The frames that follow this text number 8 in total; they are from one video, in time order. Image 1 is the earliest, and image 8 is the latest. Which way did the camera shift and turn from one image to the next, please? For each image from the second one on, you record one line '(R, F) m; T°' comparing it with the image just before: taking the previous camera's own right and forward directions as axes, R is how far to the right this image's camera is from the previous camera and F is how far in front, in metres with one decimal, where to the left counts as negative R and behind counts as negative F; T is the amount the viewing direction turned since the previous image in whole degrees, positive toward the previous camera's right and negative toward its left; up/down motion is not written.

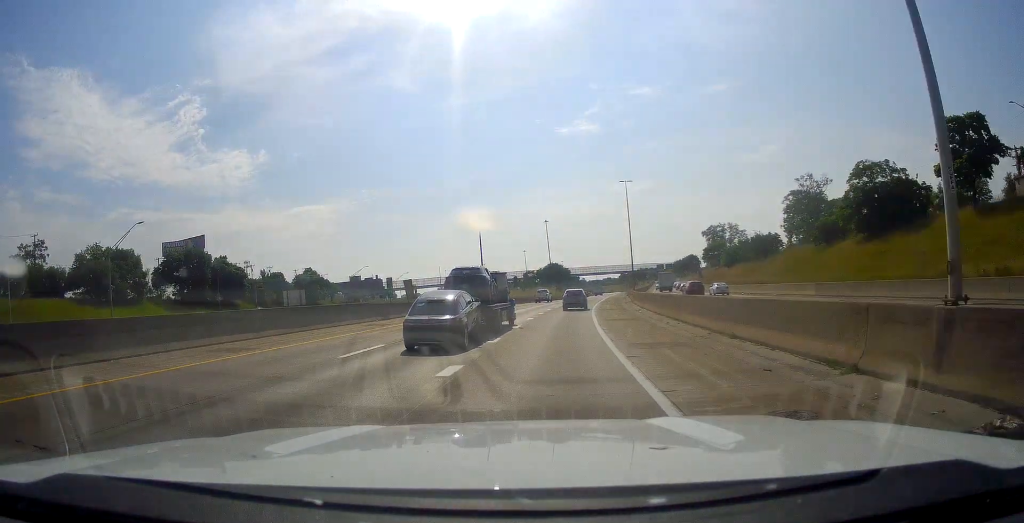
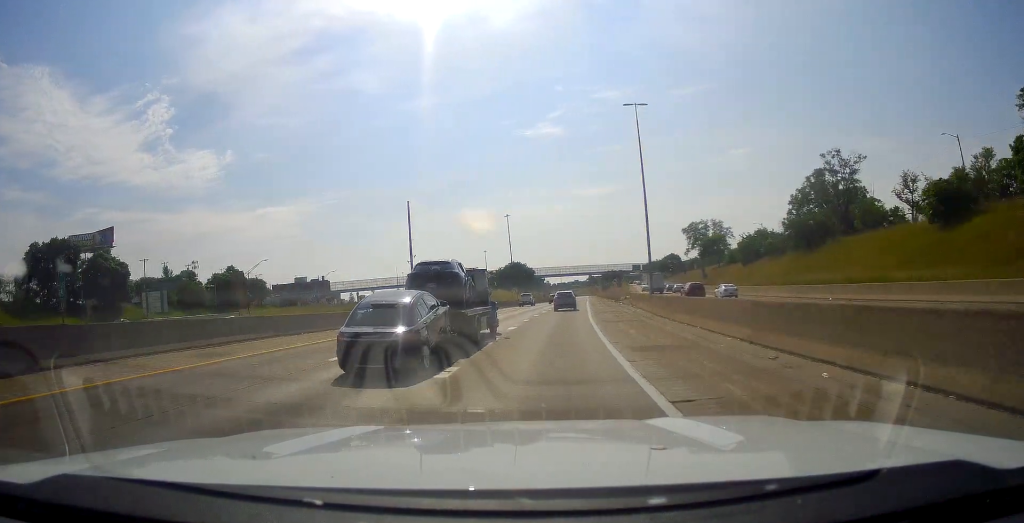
(+0.5, +30.1) m; +1°
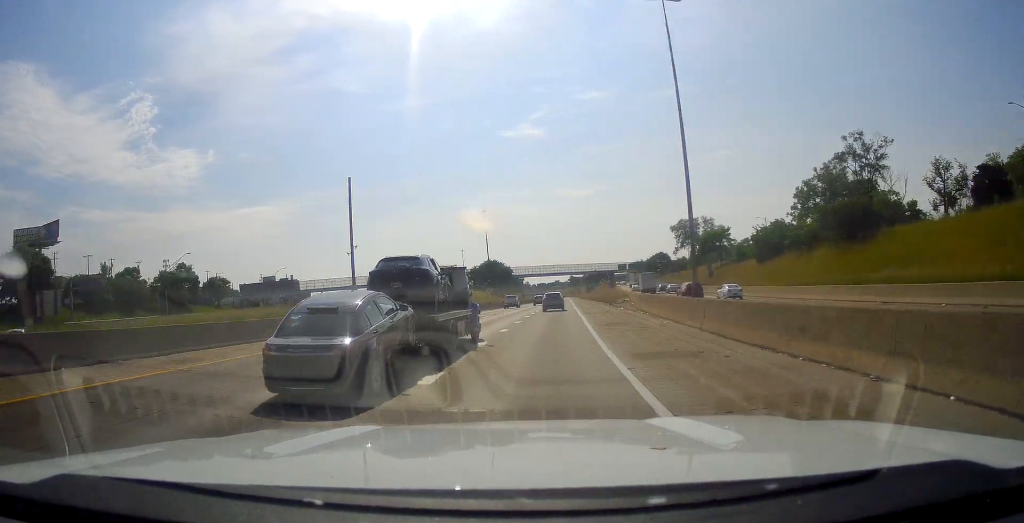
(-0.1, +15.8) m; +2°
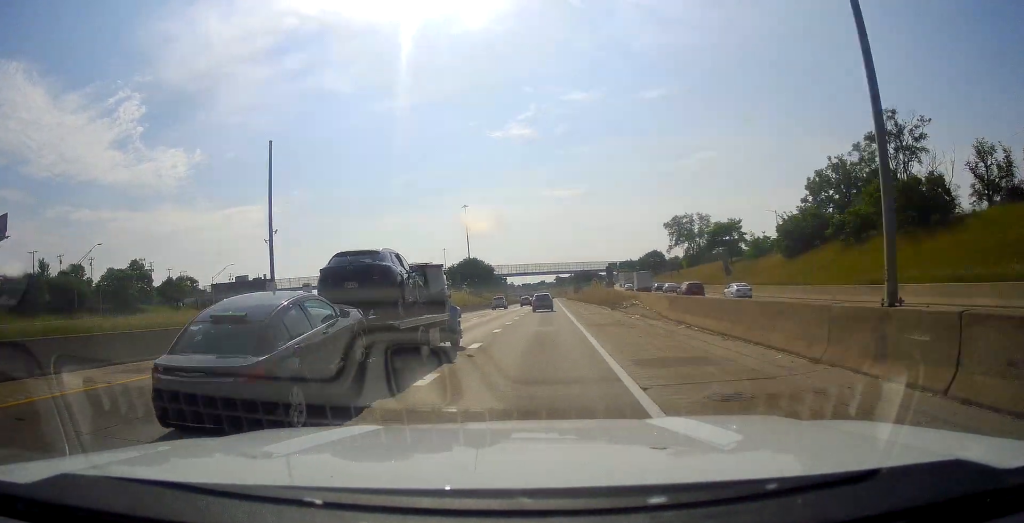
(-0.1, +14.8) m; +2°
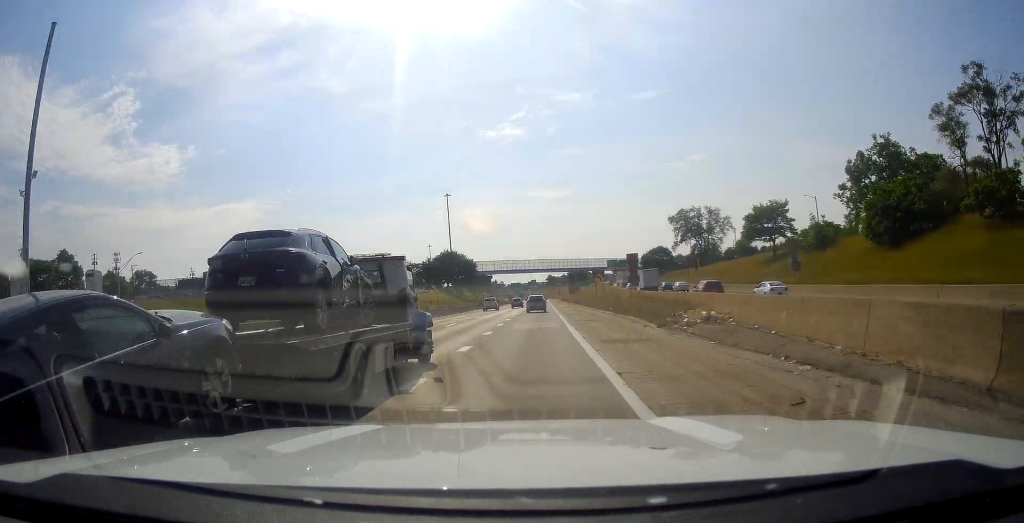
(+1.1, +23.1) m; +3°
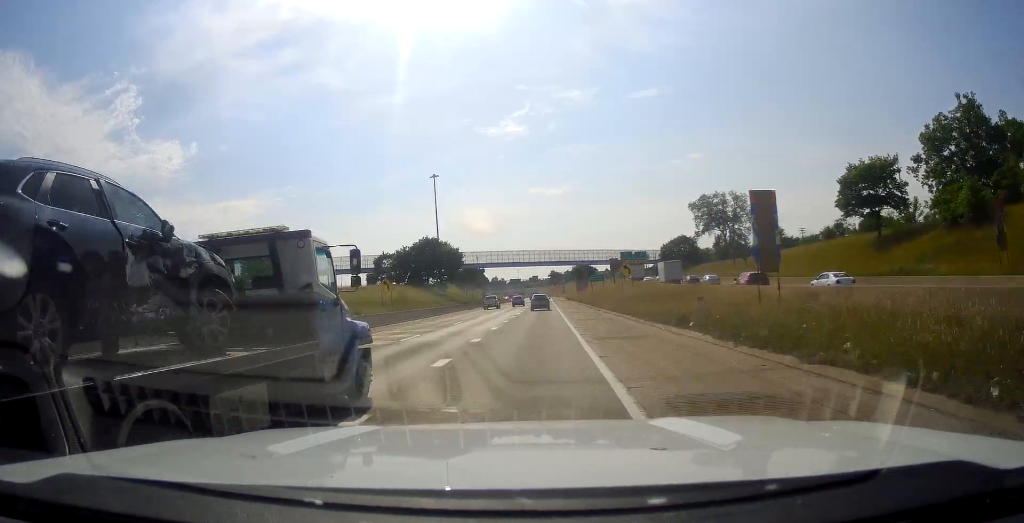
(+0.5, +26.7) m; +1°
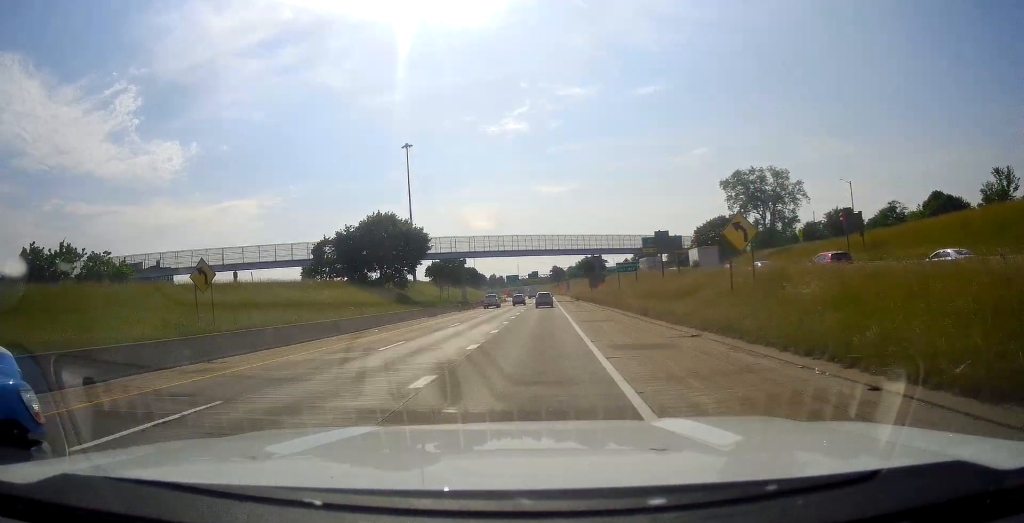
(+0.1, +33.3) m; 0°
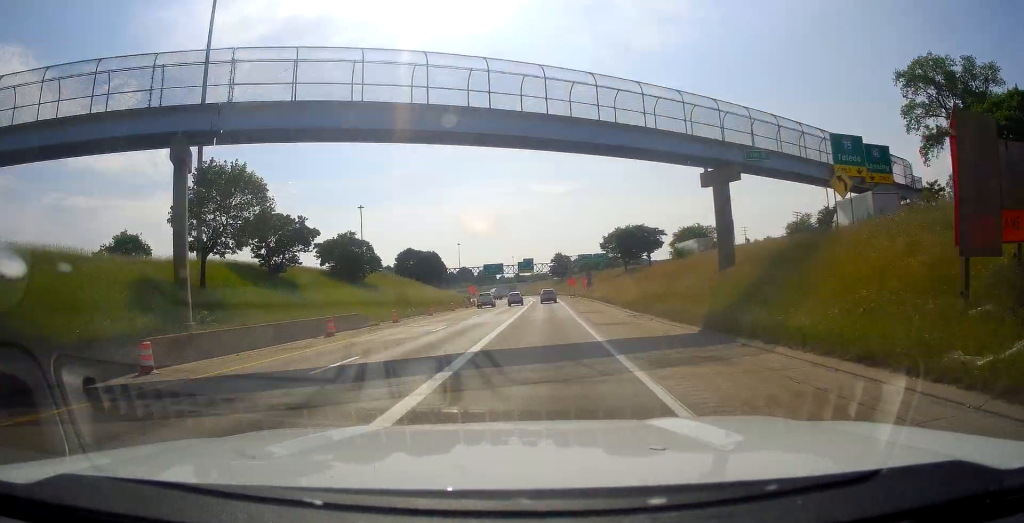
(-1.5, +84.0) m; -1°
